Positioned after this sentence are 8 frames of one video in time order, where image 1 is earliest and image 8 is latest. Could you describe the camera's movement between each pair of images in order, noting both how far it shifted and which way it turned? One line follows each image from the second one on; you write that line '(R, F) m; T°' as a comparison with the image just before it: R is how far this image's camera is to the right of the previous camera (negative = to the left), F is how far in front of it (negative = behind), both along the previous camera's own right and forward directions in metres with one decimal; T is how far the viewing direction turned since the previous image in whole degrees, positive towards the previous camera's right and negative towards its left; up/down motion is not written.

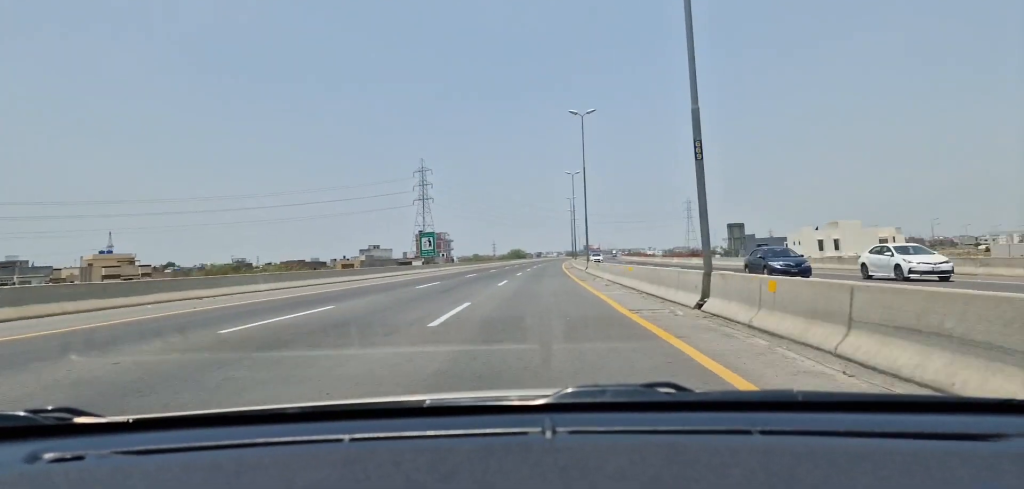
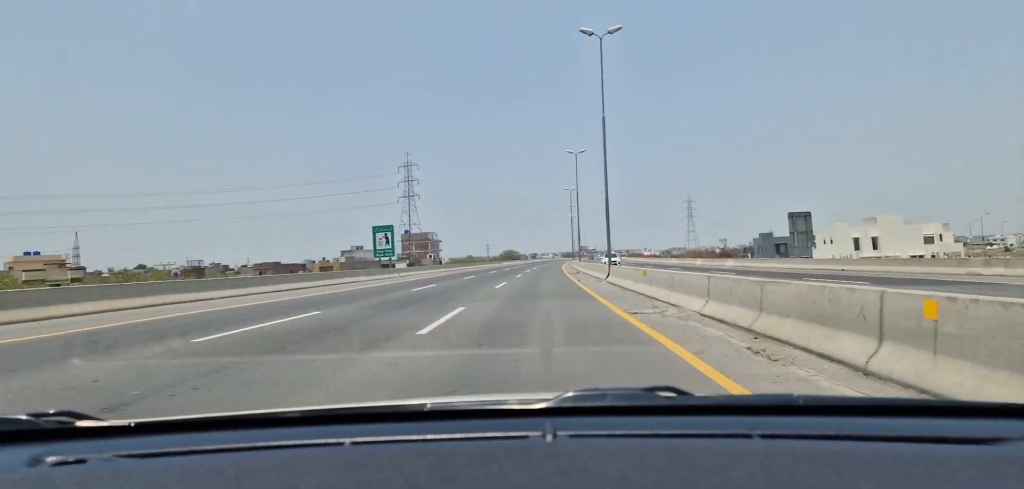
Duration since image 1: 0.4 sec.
(-0.2, +19.0) m; +1°
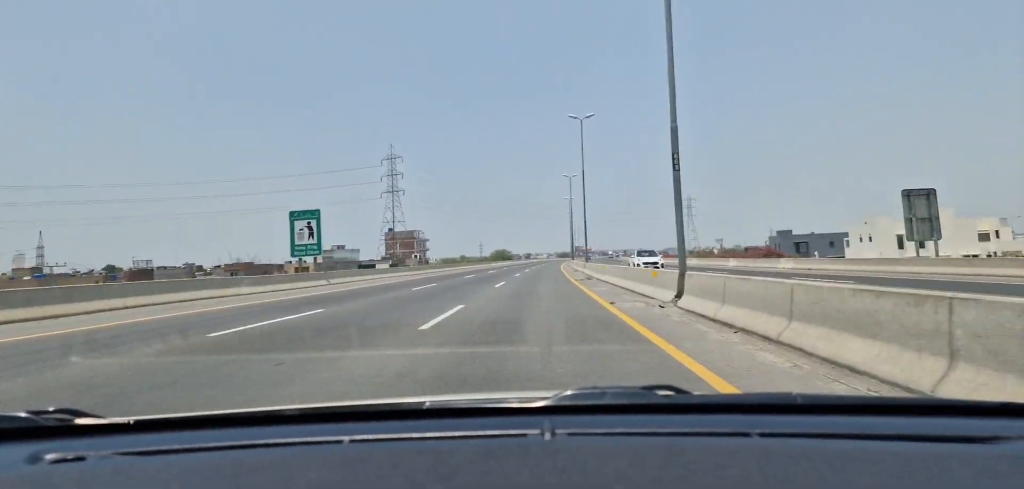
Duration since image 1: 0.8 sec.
(+0.3, +17.5) m; +1°
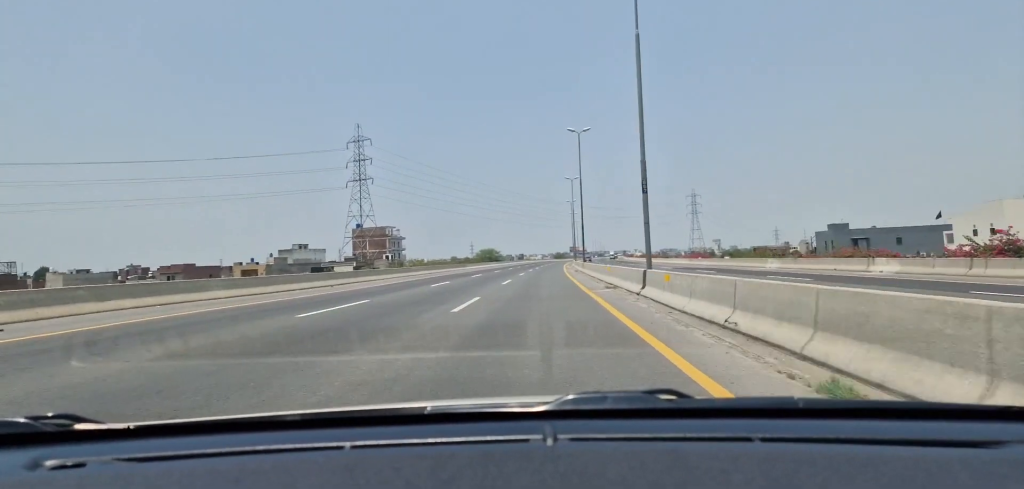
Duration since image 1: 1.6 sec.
(+0.4, +31.5) m; +1°
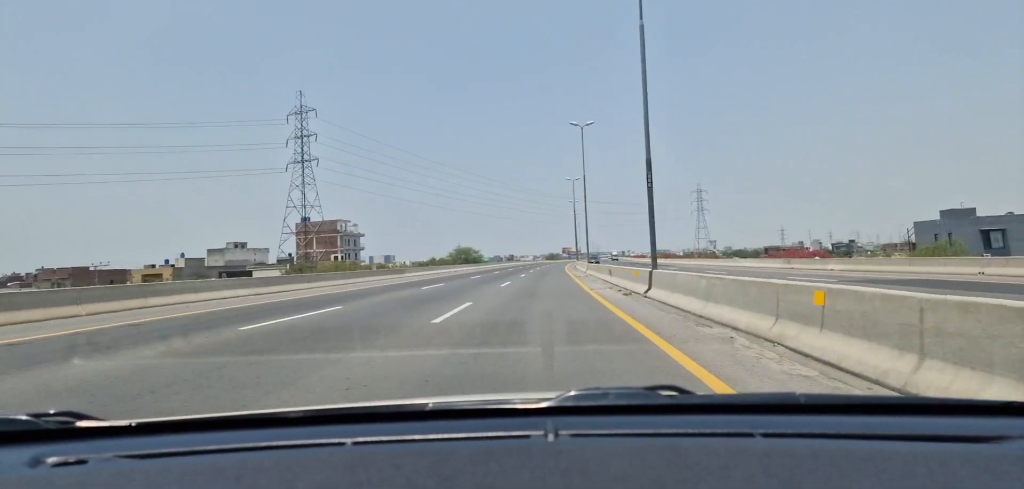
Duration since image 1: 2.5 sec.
(-0.1, +40.3) m; +1°
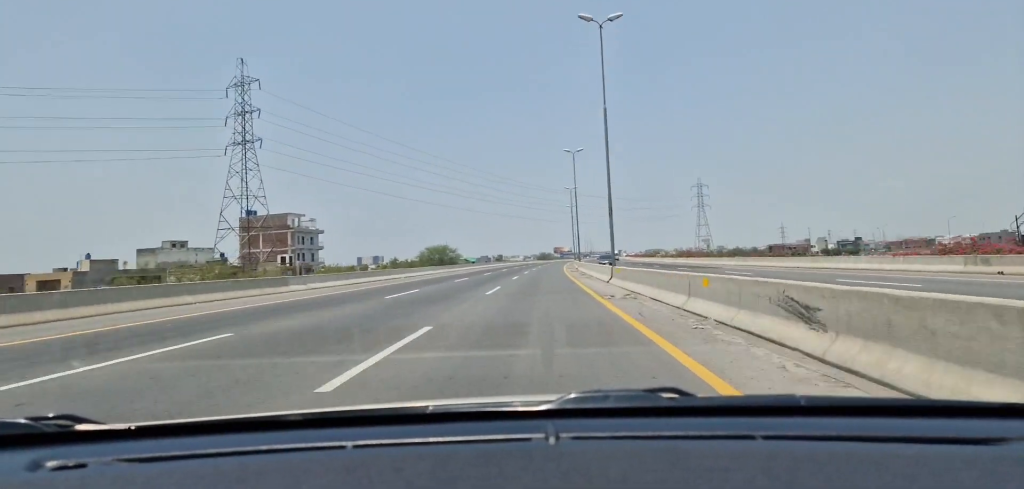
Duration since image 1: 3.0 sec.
(+0.3, +24.8) m; 0°
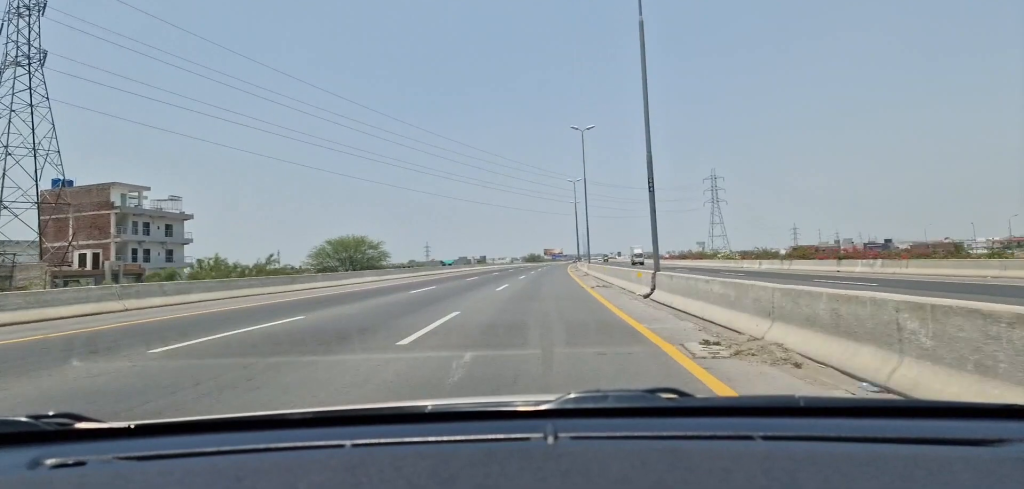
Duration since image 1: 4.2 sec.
(+0.2, +51.2) m; +1°
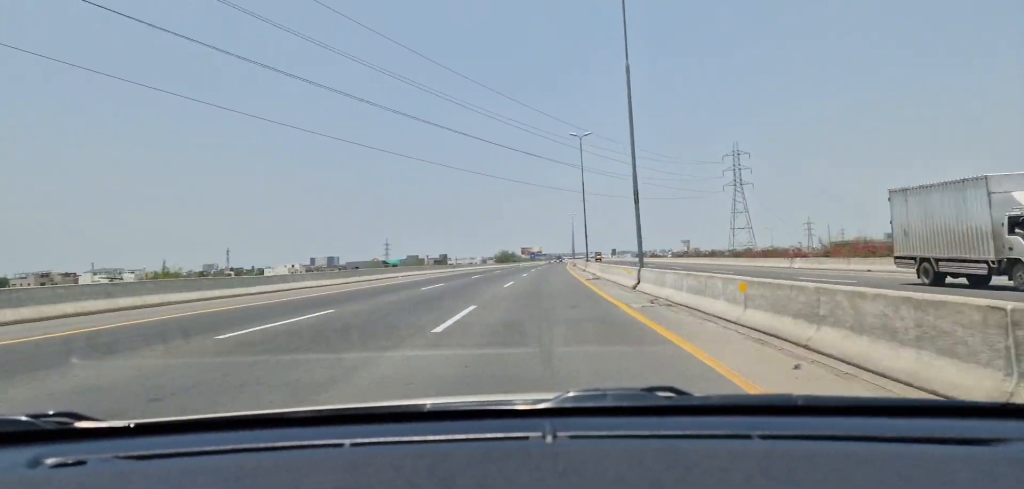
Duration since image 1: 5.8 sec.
(+1.5, +70.9) m; +2°
